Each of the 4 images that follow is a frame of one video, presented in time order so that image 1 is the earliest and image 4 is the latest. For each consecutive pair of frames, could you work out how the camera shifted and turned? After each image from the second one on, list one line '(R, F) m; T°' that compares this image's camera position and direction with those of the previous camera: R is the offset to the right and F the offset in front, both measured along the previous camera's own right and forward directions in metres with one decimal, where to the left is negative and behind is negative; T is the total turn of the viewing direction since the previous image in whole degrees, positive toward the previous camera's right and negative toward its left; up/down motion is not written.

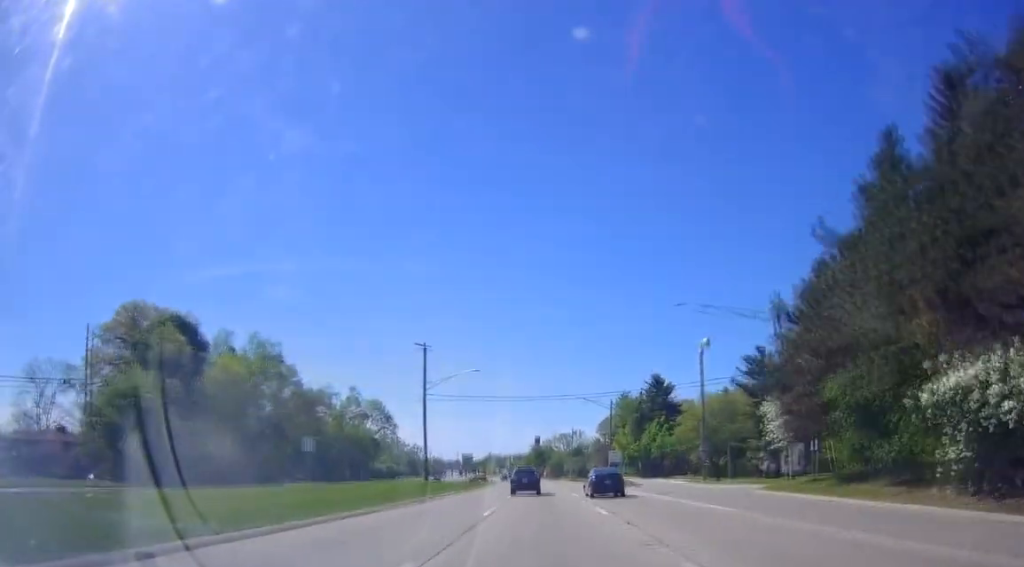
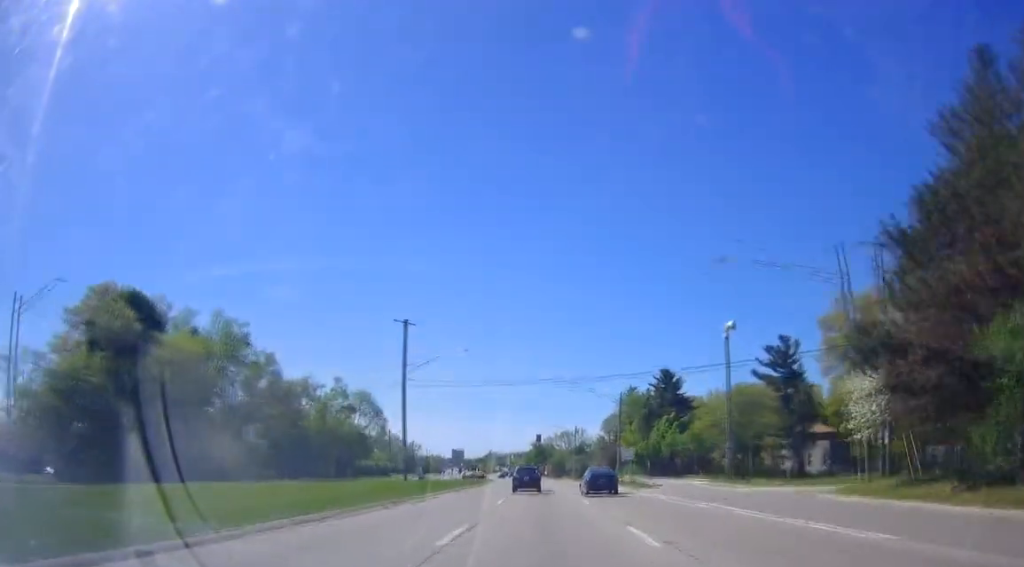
(-0.2, +9.4) m; 0°
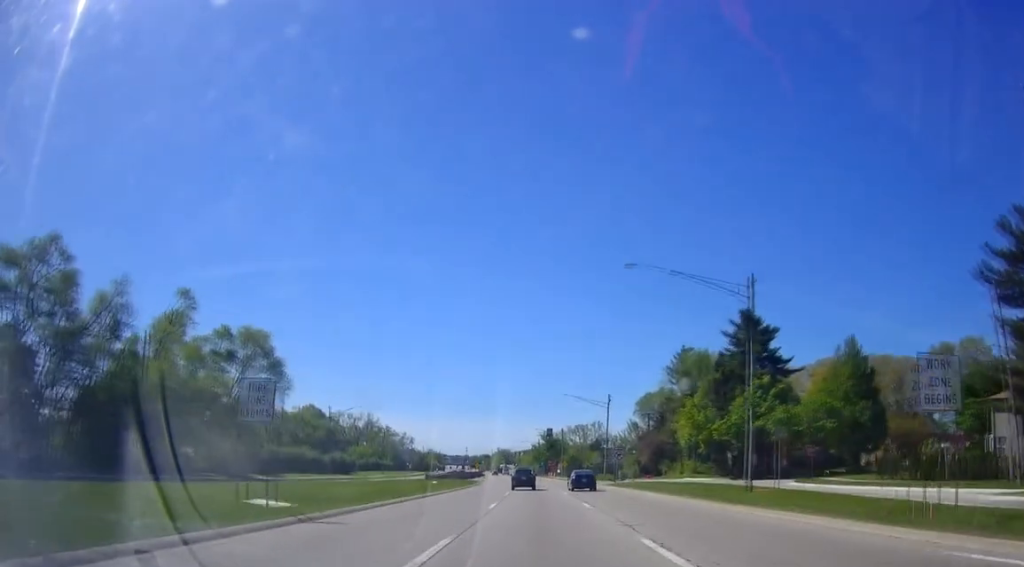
(-0.6, +48.5) m; -1°
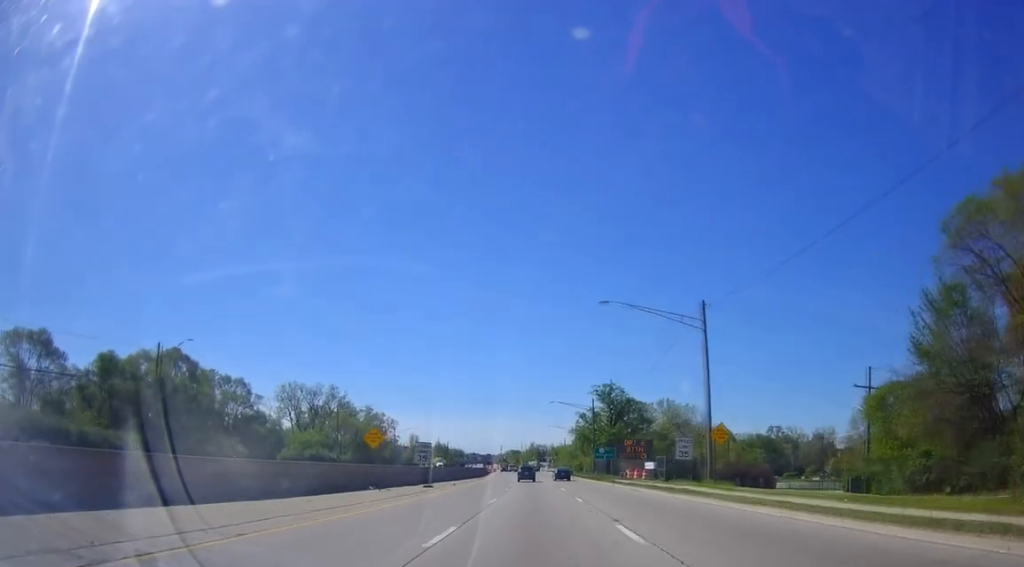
(-1.6, +104.4) m; -2°
